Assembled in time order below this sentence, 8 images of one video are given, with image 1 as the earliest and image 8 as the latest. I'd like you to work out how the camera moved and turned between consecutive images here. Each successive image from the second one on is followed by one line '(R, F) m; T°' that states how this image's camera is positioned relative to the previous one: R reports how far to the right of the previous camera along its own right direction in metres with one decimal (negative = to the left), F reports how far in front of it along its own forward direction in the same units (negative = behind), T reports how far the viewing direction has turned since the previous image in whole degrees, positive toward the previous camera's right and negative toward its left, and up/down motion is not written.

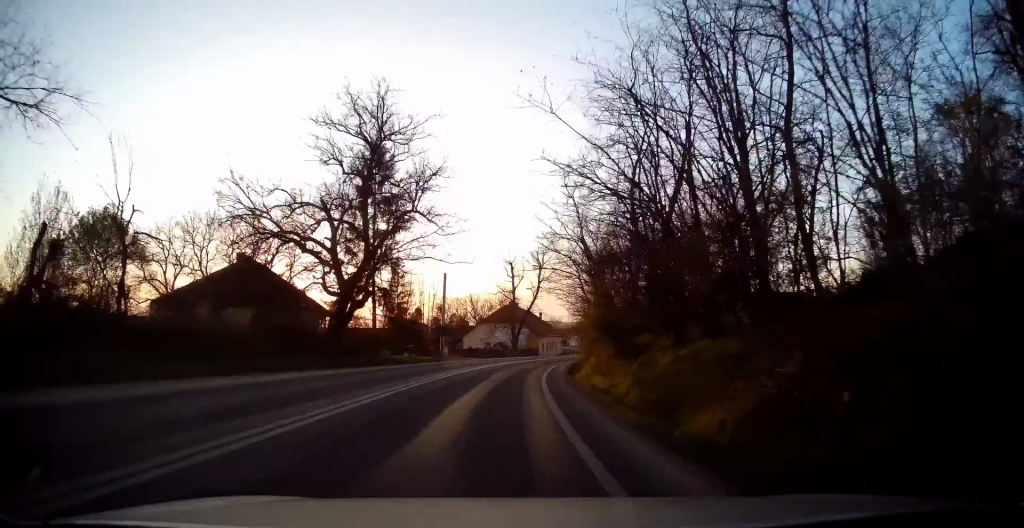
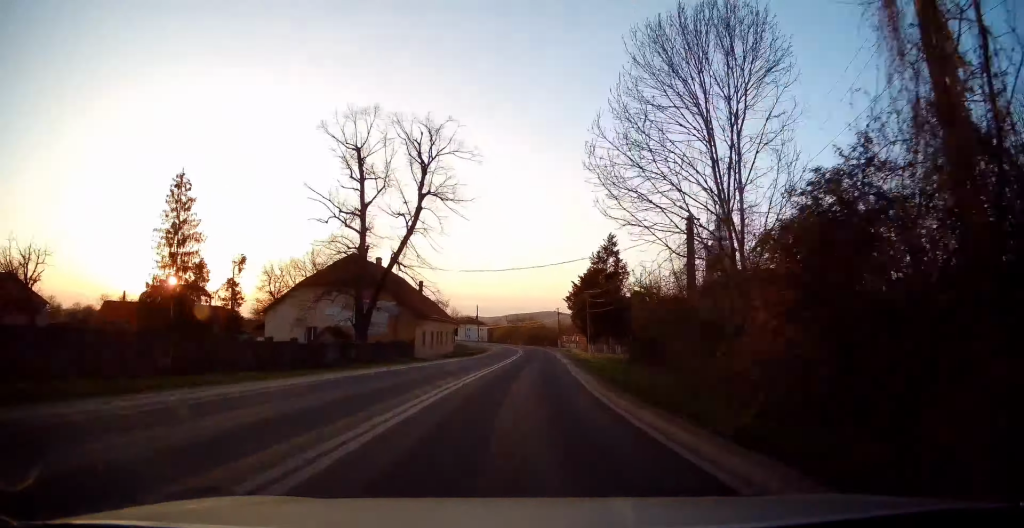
(+4.5, +46.5) m; +11°
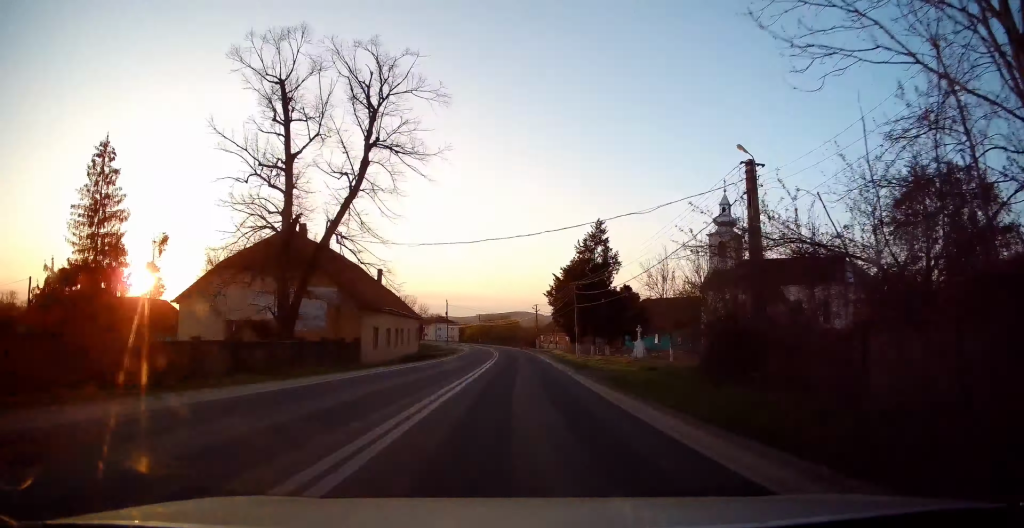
(+0.1, +9.9) m; +3°
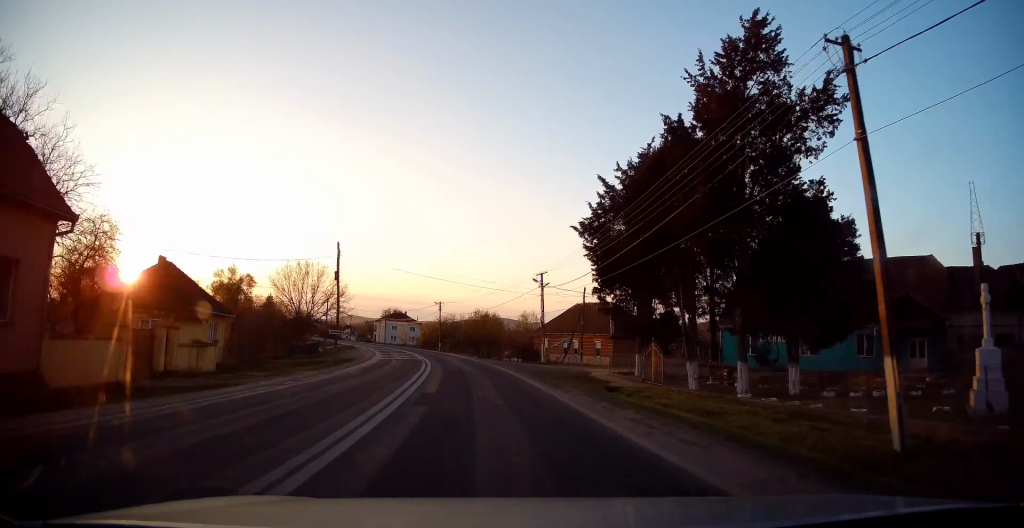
(+5.2, +50.3) m; +7°
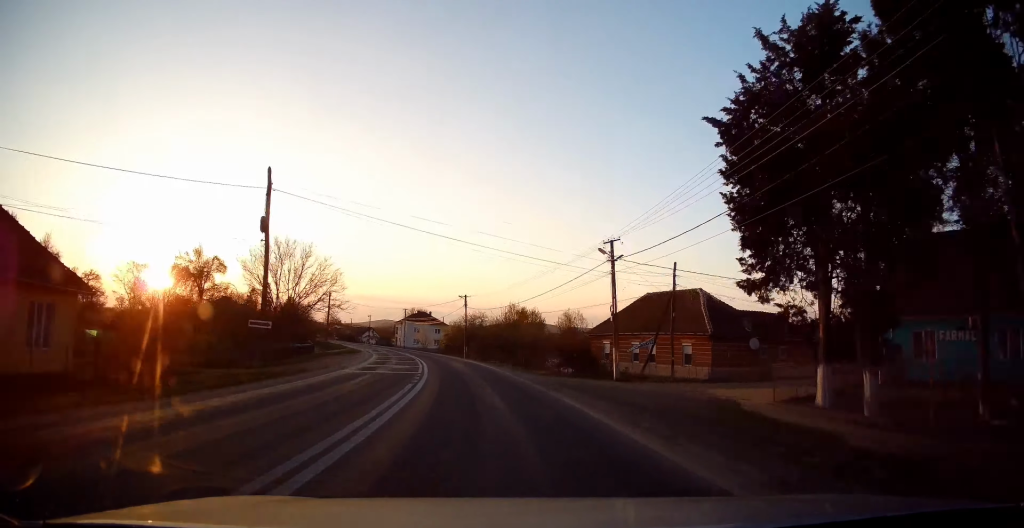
(+0.4, +16.9) m; -1°
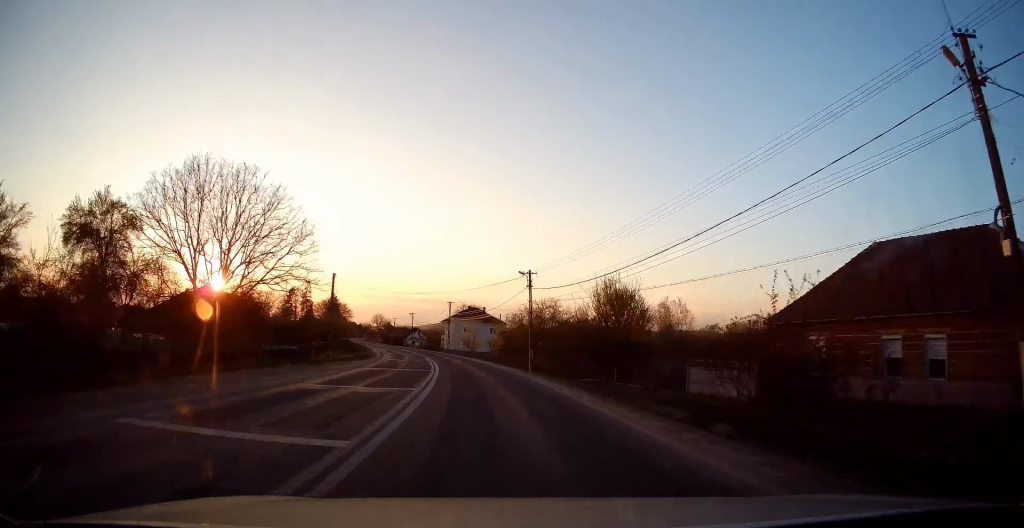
(-1.0, +23.9) m; -6°
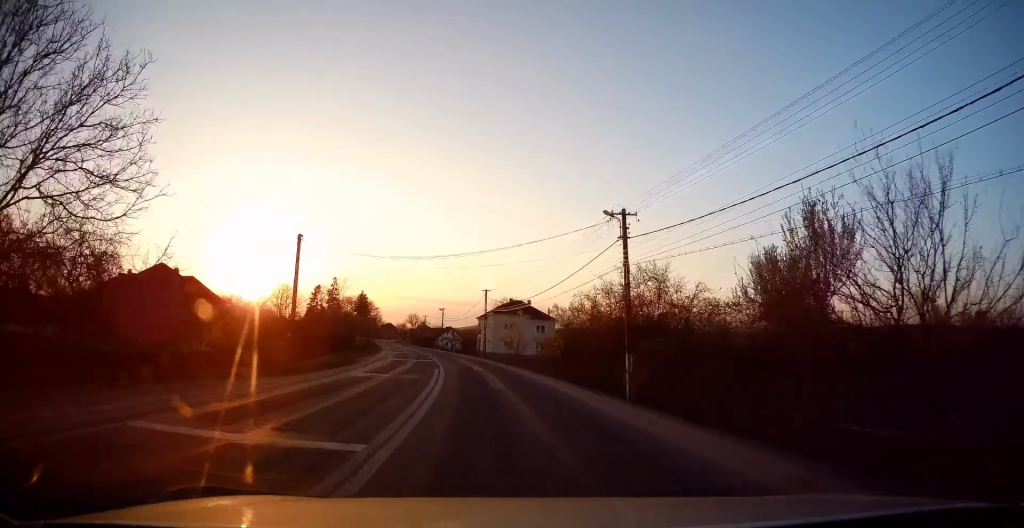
(-1.2, +19.8) m; -4°
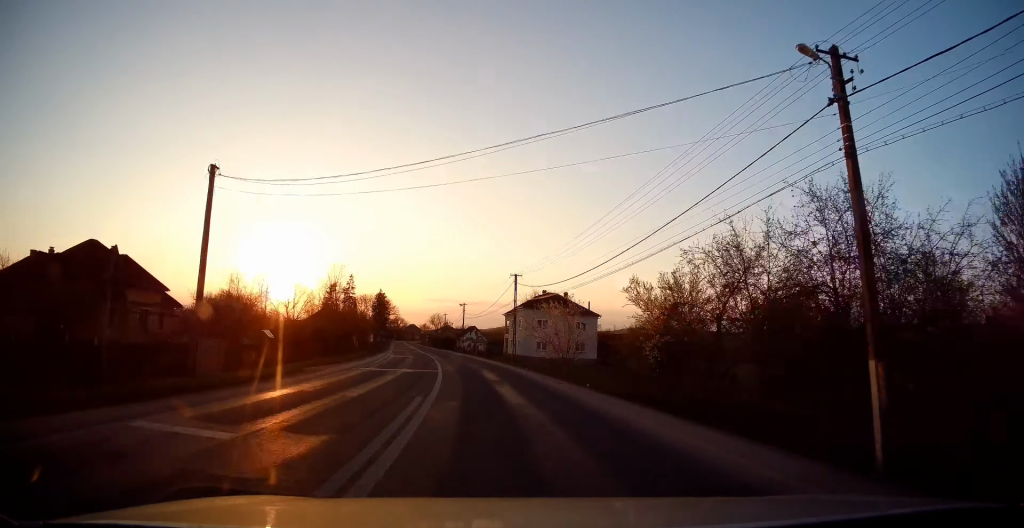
(-0.4, +15.1) m; -3°
